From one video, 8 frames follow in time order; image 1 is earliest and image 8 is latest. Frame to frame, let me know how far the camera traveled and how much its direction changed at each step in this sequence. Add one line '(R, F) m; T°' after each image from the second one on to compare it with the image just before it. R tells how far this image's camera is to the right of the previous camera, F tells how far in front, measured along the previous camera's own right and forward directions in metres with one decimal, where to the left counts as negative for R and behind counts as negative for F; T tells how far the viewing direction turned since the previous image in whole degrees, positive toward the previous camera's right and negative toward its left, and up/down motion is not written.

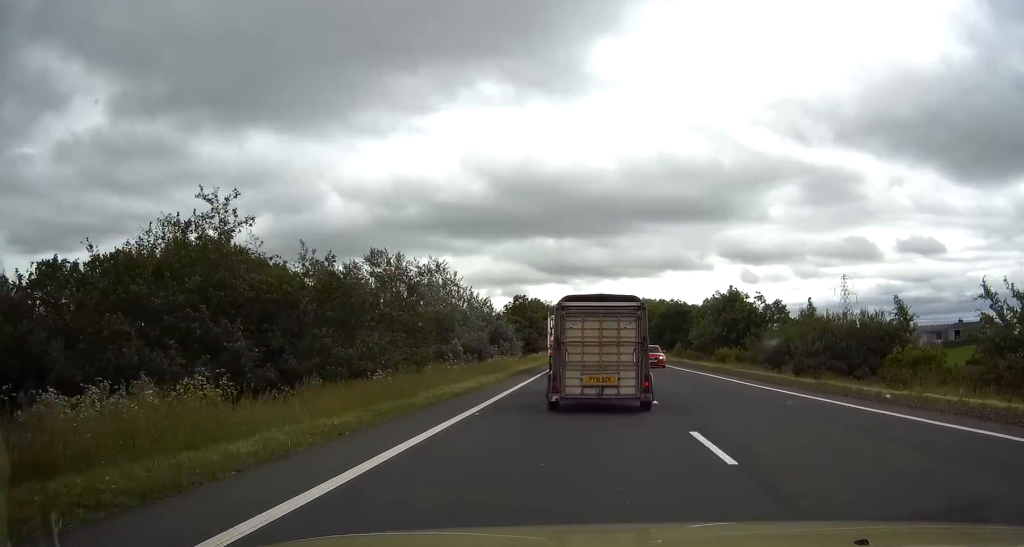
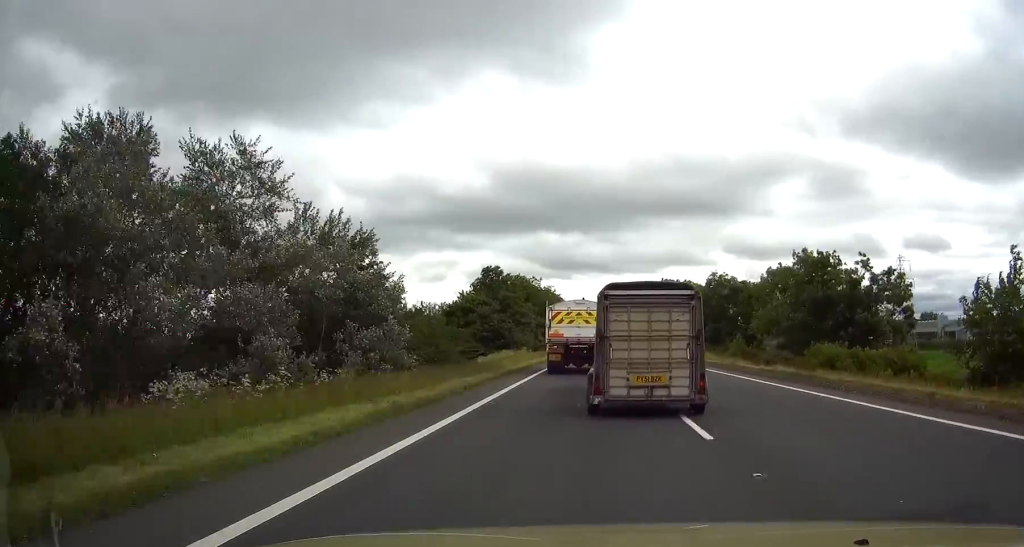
(+0.4, +33.3) m; +1°
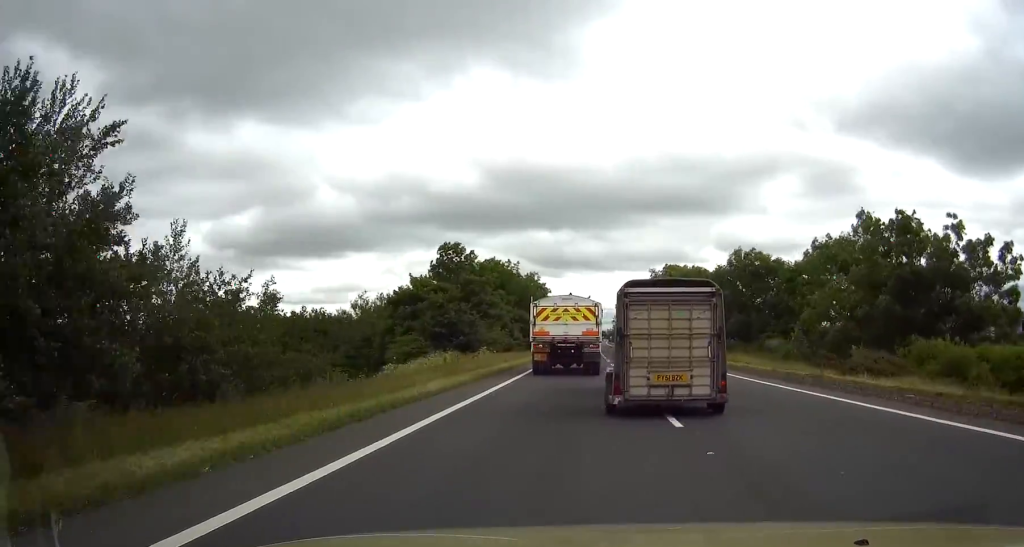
(0.0, +16.6) m; 0°
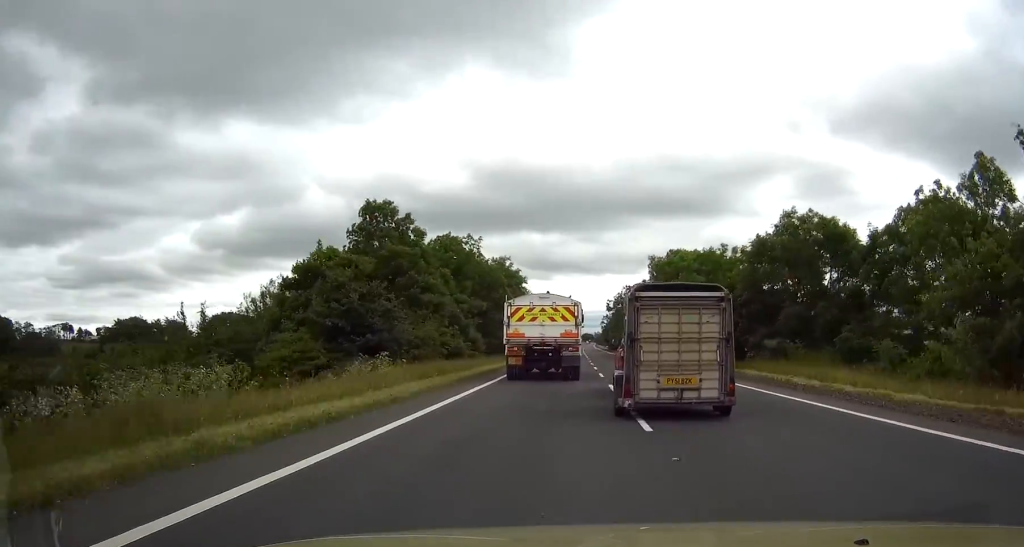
(0.0, +17.8) m; +1°
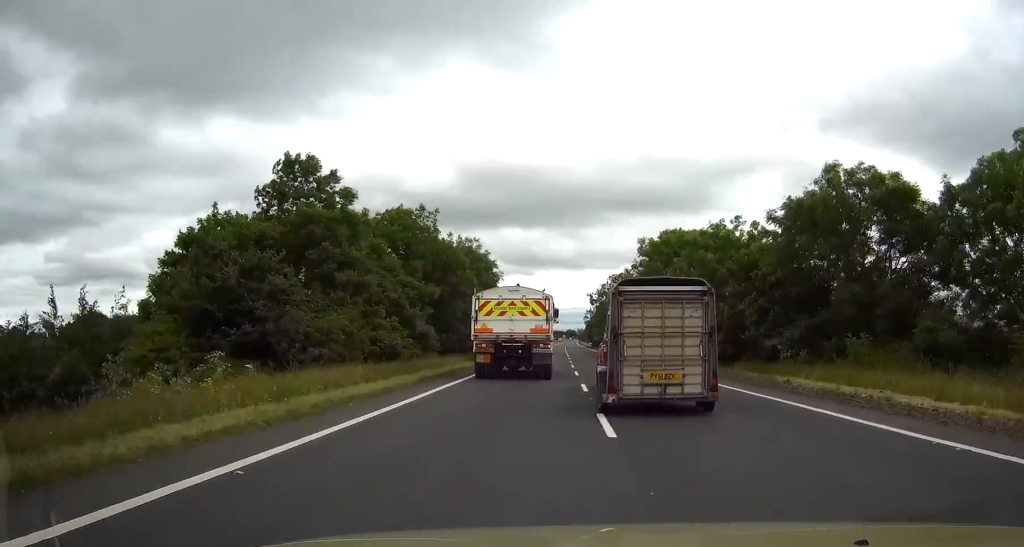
(+0.1, +9.8) m; 0°
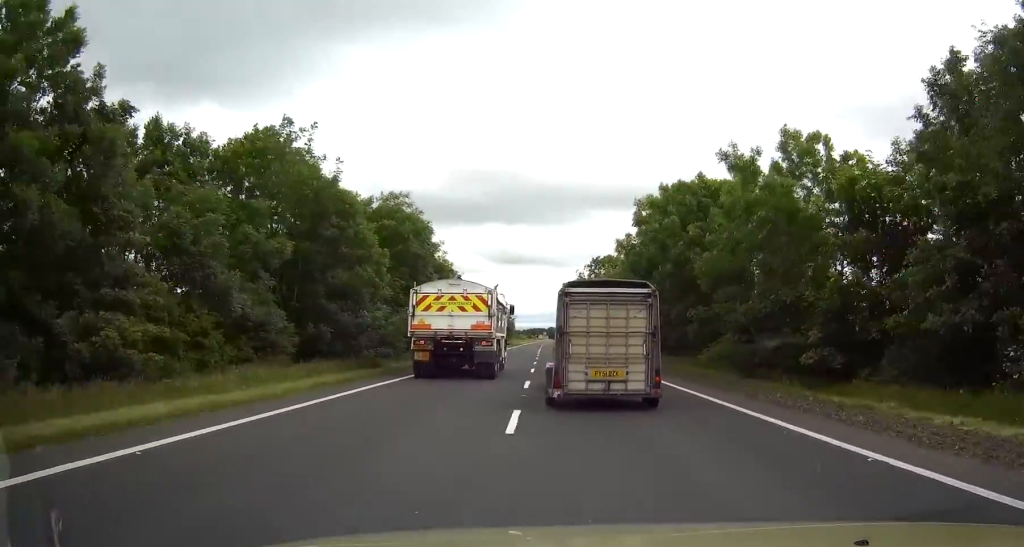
(+0.1, +17.6) m; 0°
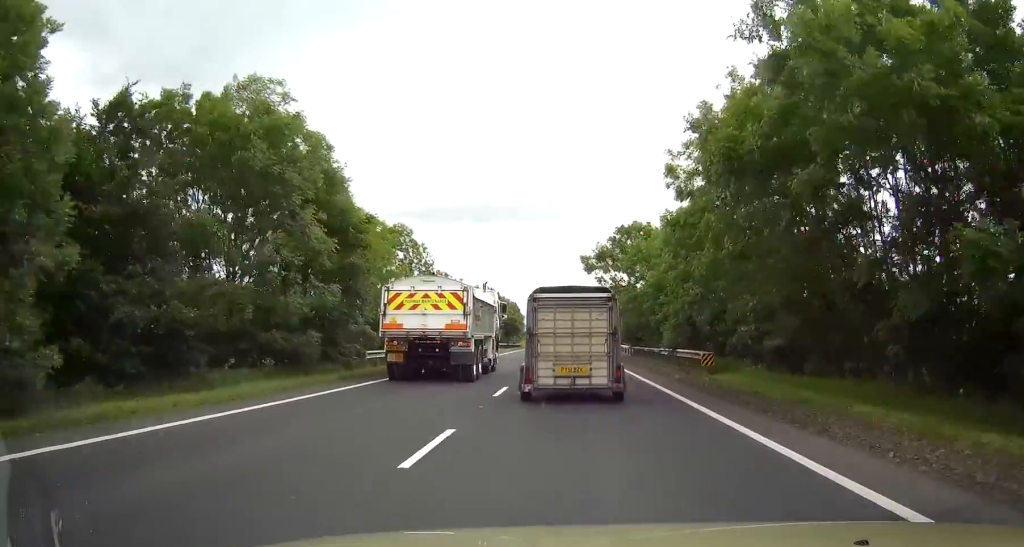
(0.0, +21.0) m; 0°
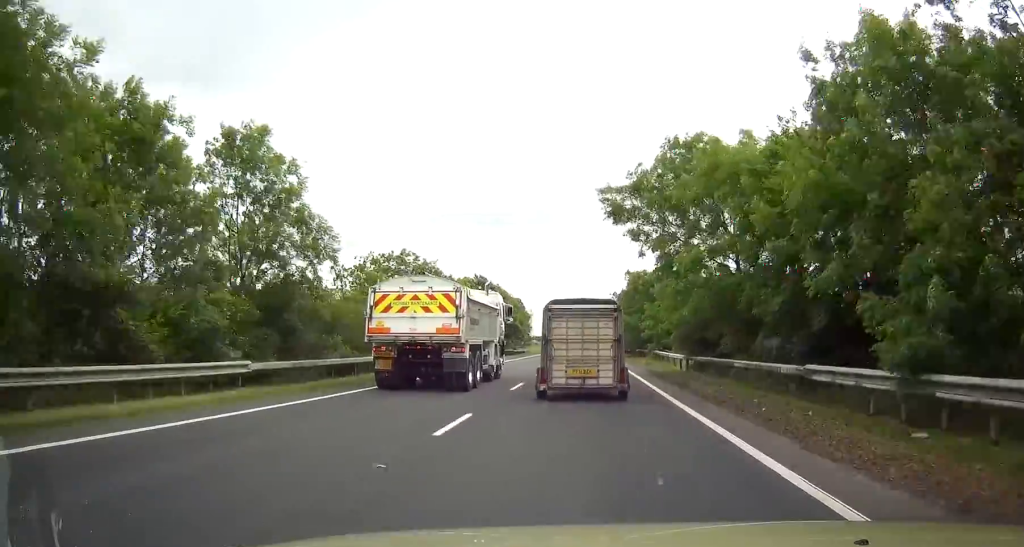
(0.0, +24.9) m; 0°
